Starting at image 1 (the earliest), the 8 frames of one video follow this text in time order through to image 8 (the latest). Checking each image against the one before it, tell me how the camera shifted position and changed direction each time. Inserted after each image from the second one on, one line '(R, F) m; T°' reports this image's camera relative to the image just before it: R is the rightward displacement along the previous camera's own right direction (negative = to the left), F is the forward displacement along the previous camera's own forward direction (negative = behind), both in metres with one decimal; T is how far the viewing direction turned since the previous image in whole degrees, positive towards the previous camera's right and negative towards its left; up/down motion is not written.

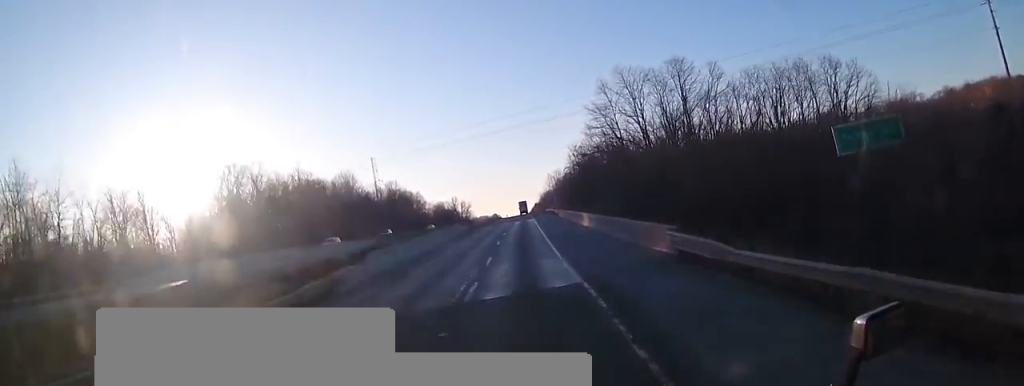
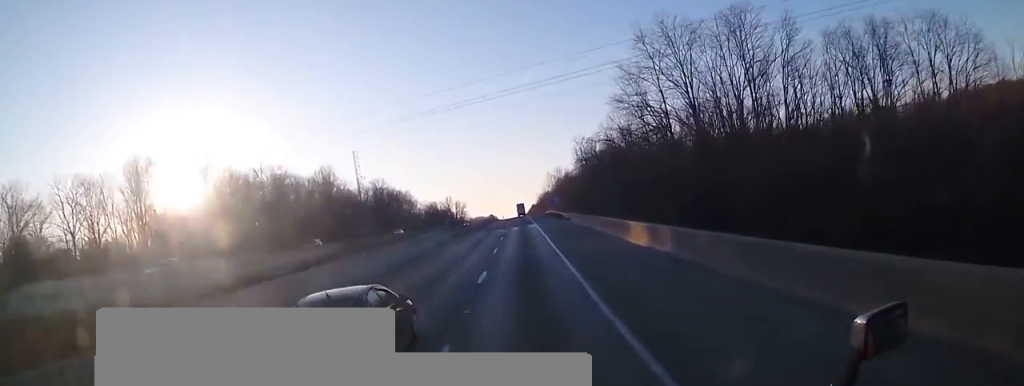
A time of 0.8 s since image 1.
(0.0, +18.0) m; 0°
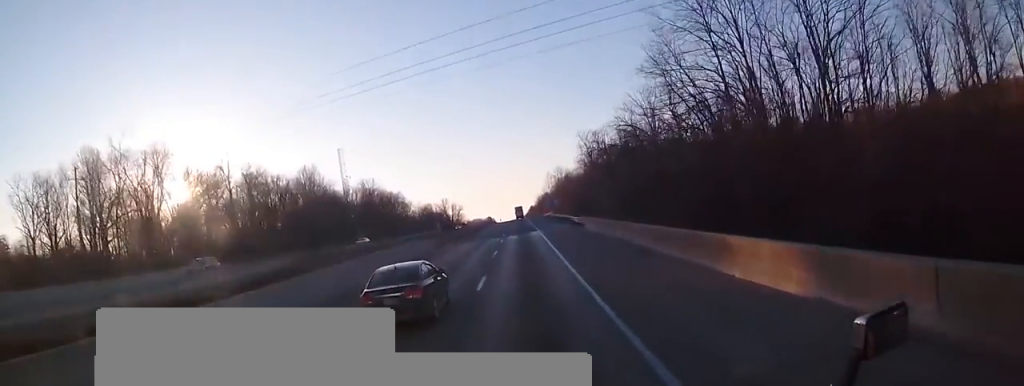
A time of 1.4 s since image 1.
(-0.4, +12.5) m; +1°
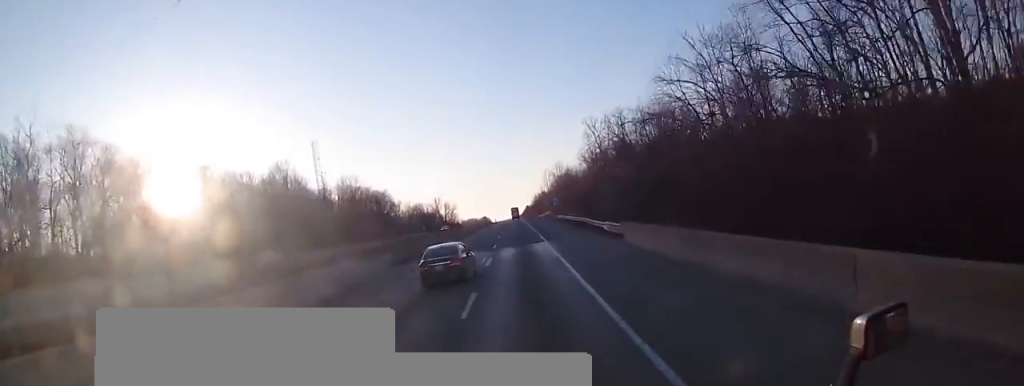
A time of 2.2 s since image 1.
(+0.6, +17.0) m; +1°
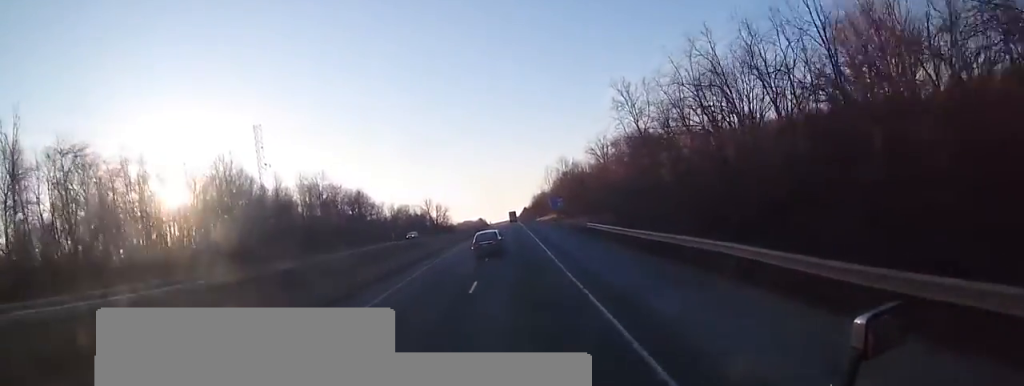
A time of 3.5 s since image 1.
(-0.4, +30.5) m; 0°
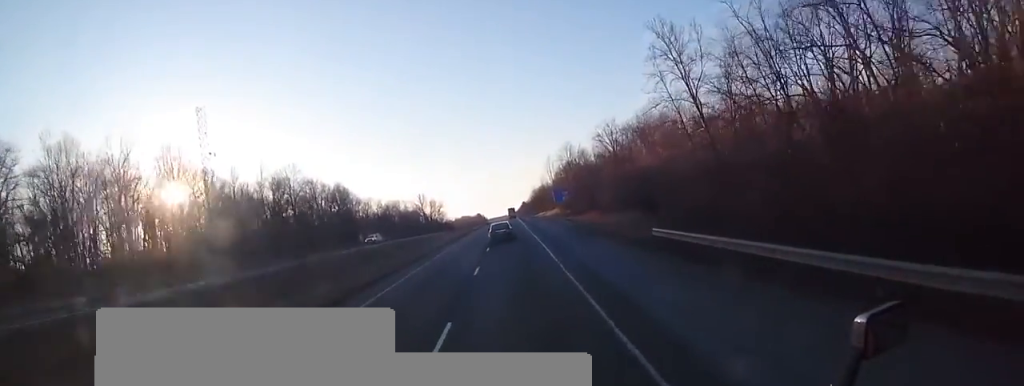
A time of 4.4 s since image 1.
(+0.7, +20.5) m; +1°
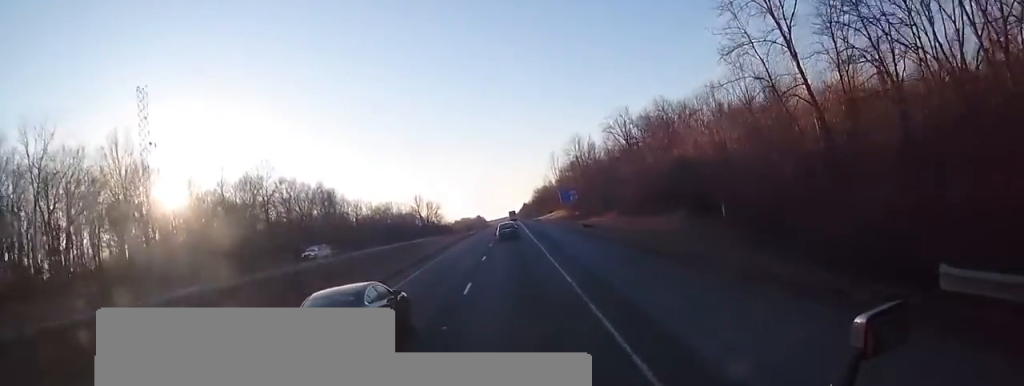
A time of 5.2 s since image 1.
(-0.2, +16.4) m; -1°
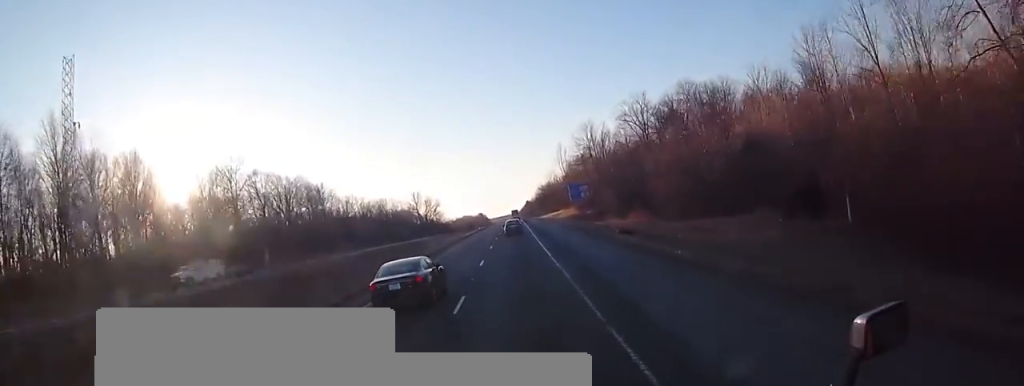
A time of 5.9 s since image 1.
(-0.1, +15.7) m; 0°
